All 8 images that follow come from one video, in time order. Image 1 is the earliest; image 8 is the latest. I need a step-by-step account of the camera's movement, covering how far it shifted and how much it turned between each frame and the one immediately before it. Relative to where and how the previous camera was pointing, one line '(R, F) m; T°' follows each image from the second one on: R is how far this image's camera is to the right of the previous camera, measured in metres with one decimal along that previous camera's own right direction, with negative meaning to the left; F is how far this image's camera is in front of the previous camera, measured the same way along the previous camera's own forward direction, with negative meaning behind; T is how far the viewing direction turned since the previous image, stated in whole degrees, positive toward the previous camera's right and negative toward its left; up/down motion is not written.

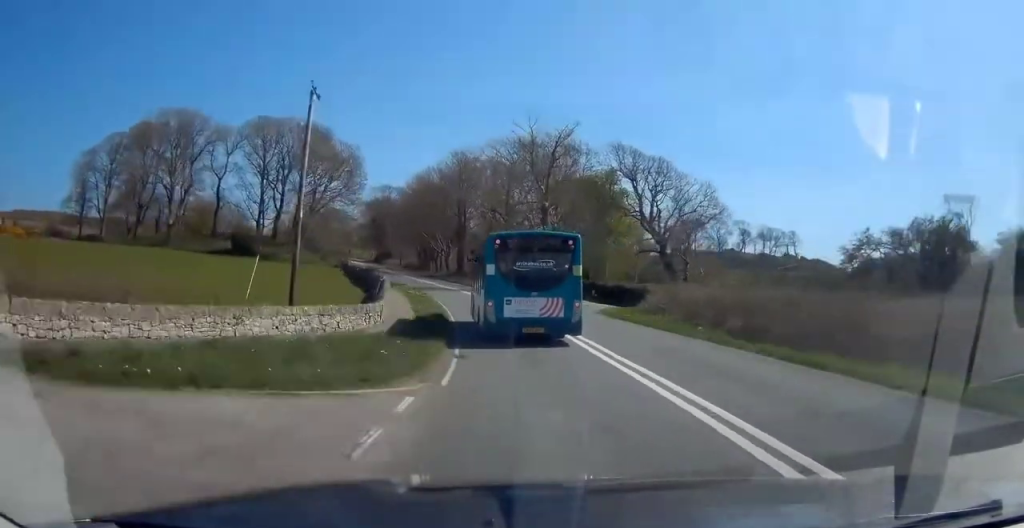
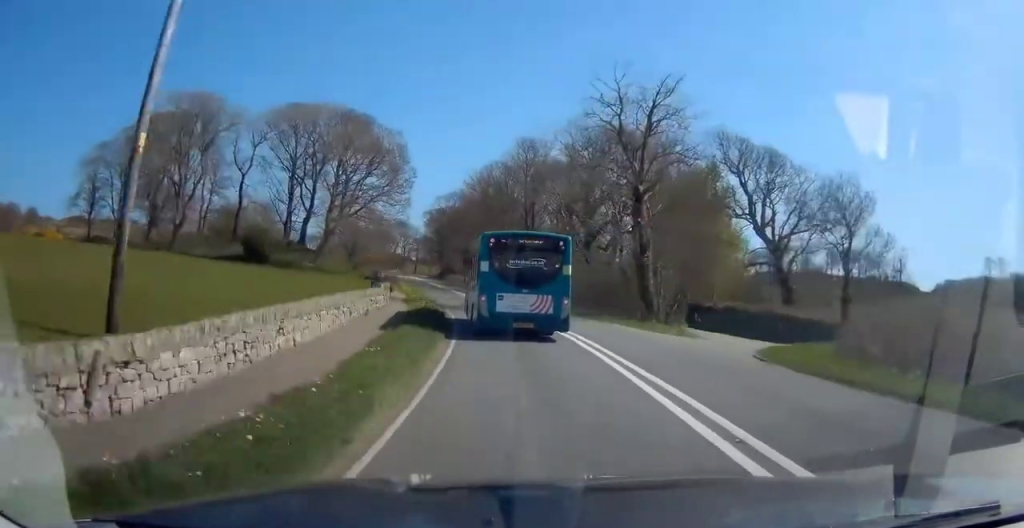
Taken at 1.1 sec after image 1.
(-0.8, +17.1) m; -6°
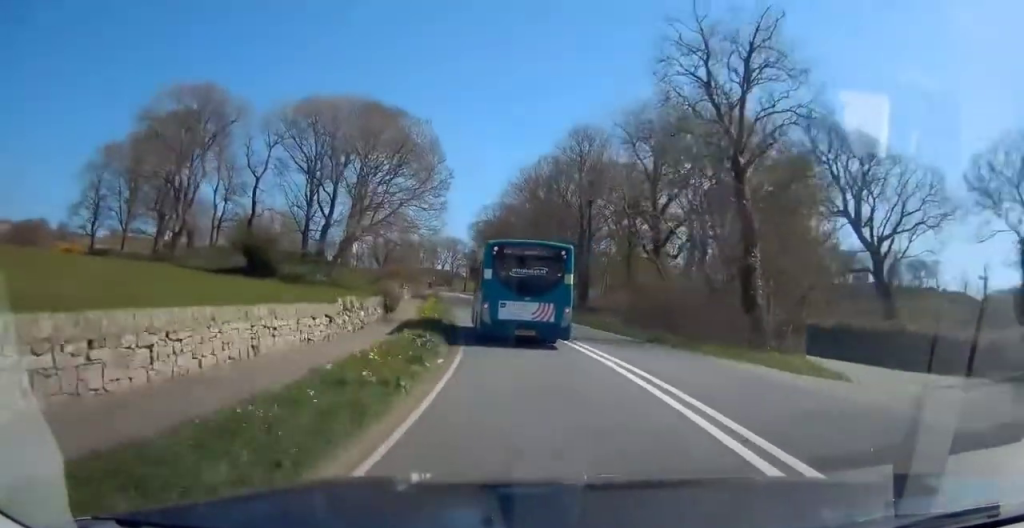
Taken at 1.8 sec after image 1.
(-0.6, +11.5) m; -4°
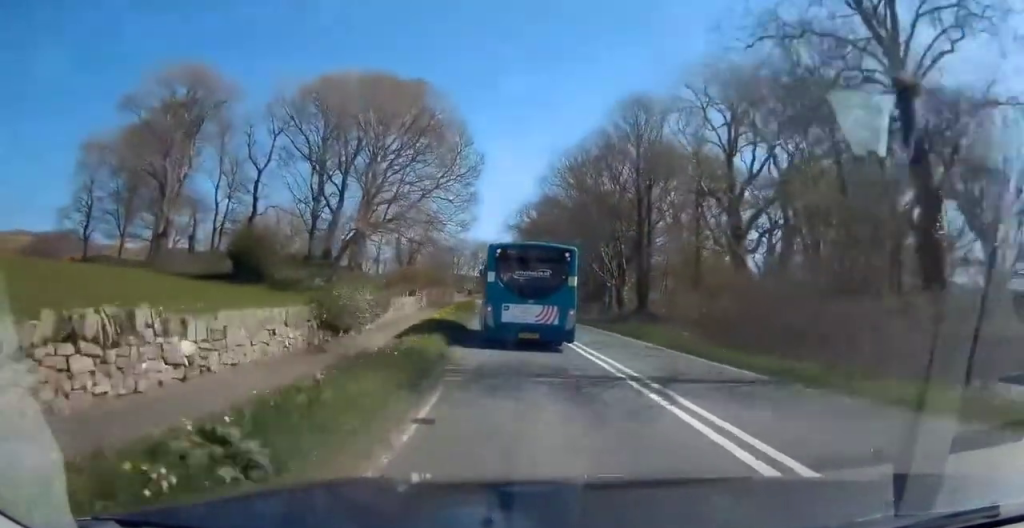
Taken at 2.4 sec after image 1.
(+0.1, +11.3) m; -4°
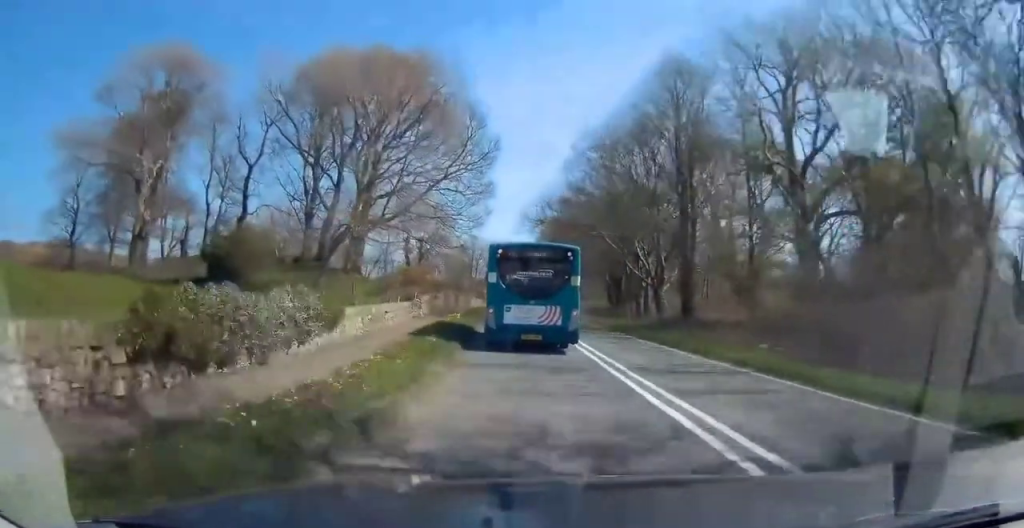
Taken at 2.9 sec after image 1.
(-0.2, +7.4) m; -2°
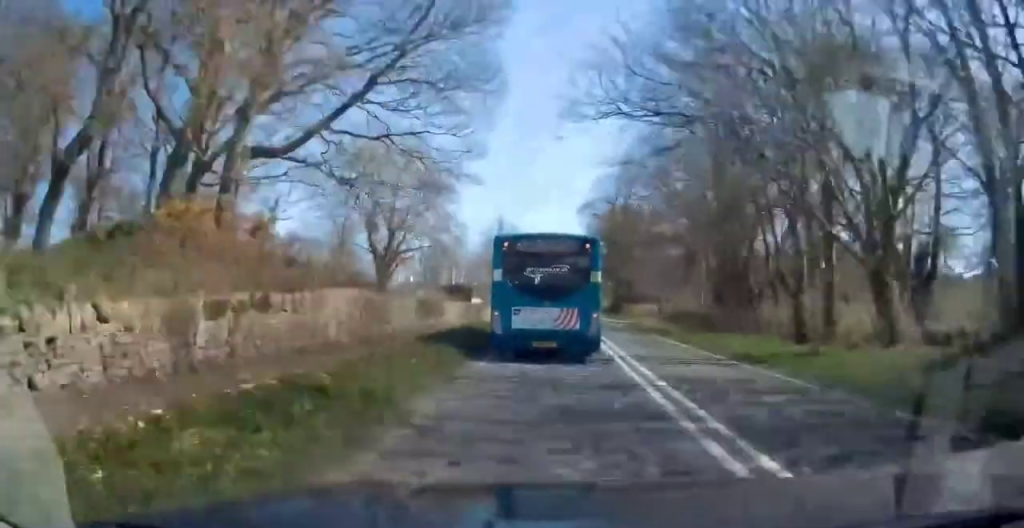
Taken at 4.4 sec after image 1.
(-1.6, +26.4) m; -5°
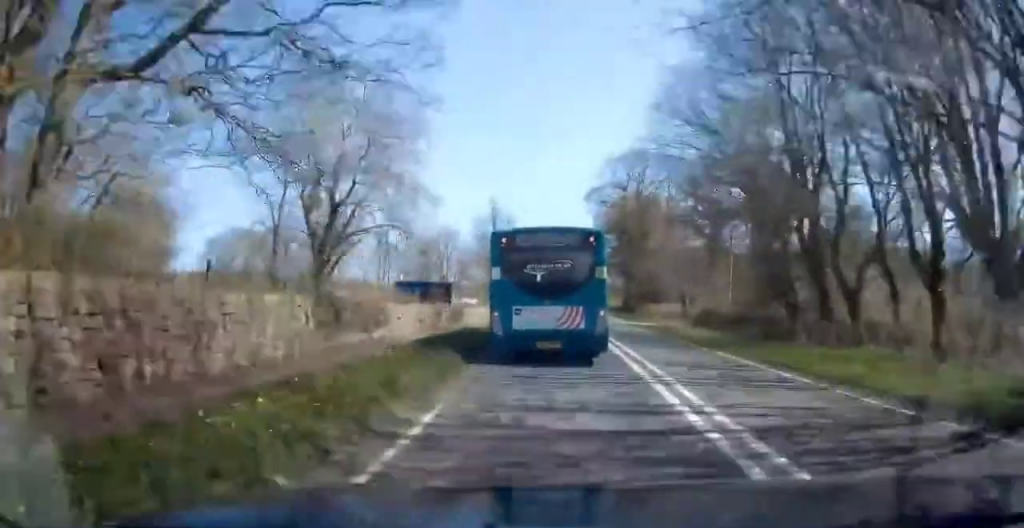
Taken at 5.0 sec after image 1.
(-0.1, +10.2) m; -1°
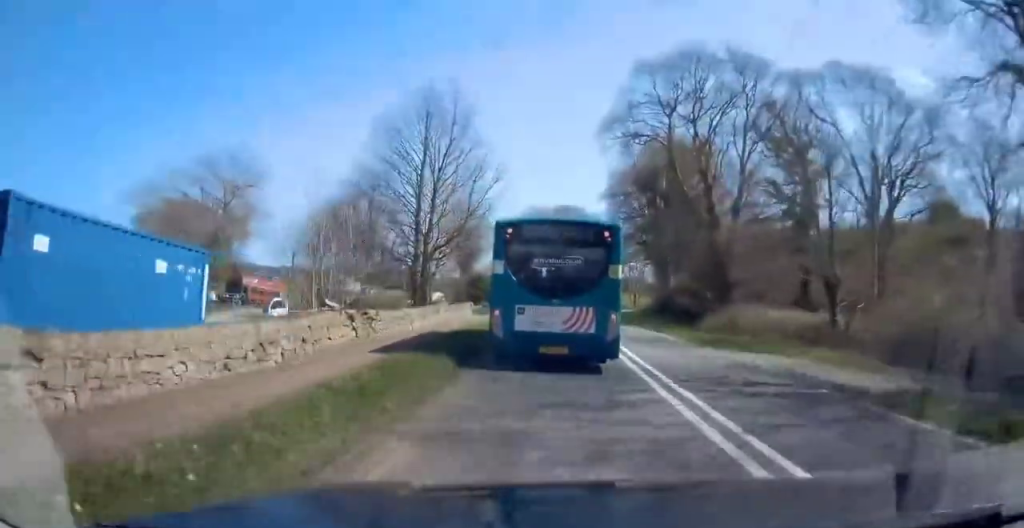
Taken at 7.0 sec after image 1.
(-0.5, +32.1) m; 0°
